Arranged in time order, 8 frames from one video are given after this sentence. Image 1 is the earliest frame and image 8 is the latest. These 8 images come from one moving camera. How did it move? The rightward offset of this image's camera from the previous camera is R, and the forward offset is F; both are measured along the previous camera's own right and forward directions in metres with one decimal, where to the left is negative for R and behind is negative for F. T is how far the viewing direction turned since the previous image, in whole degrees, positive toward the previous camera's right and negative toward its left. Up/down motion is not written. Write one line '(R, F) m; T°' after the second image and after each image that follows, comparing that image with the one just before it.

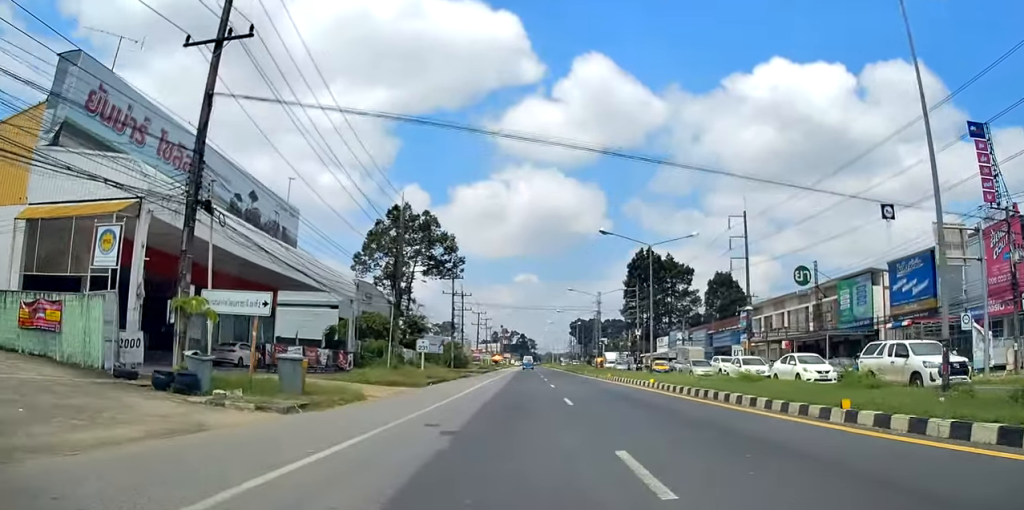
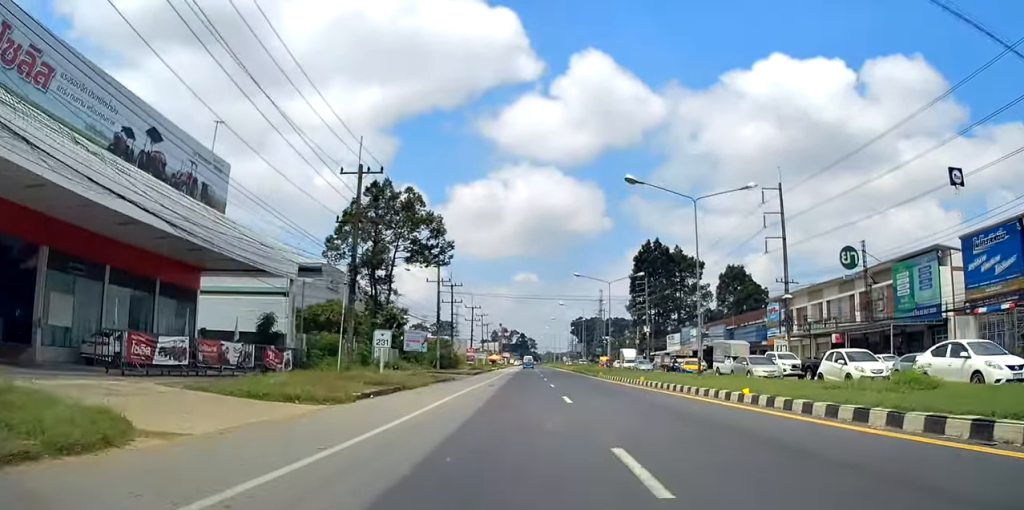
(+0.1, +12.0) m; +1°
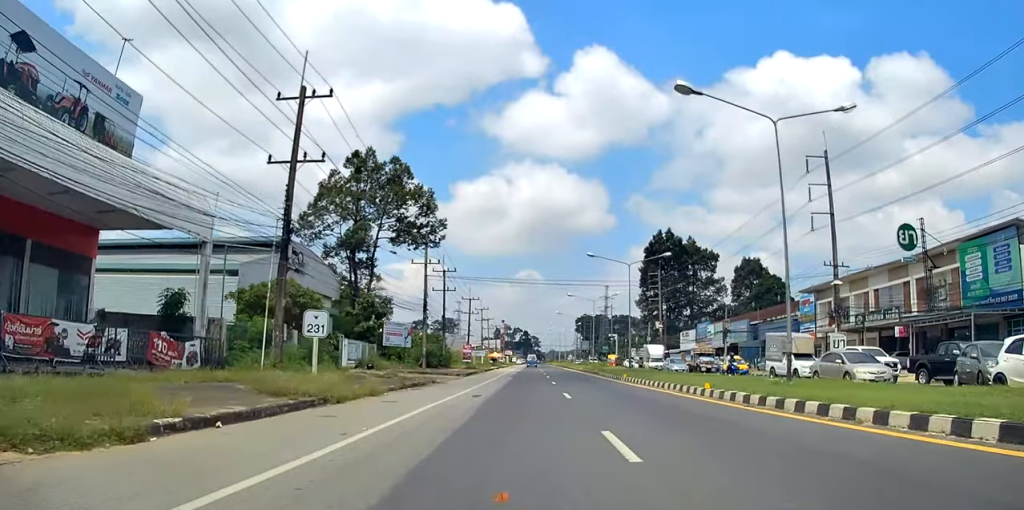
(+0.1, +10.7) m; 0°
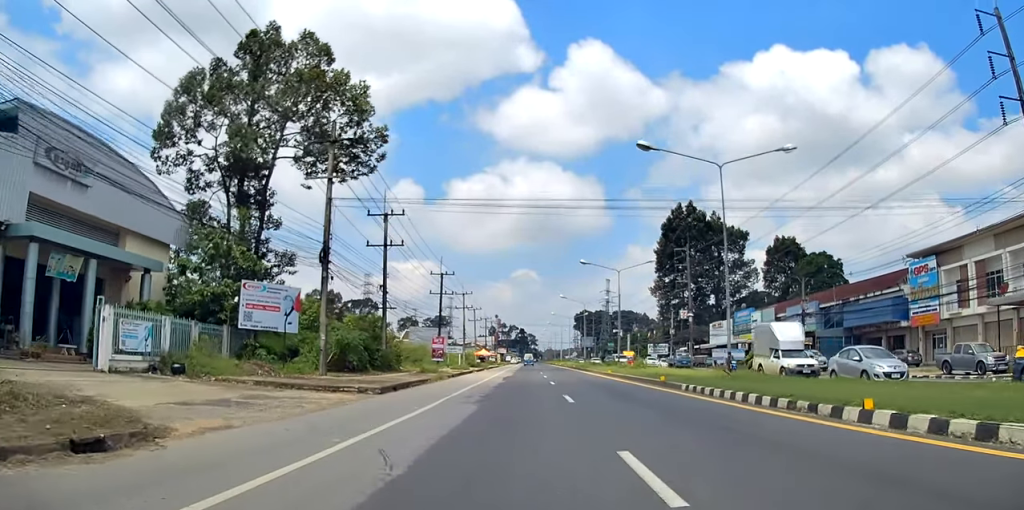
(-0.8, +27.0) m; -2°
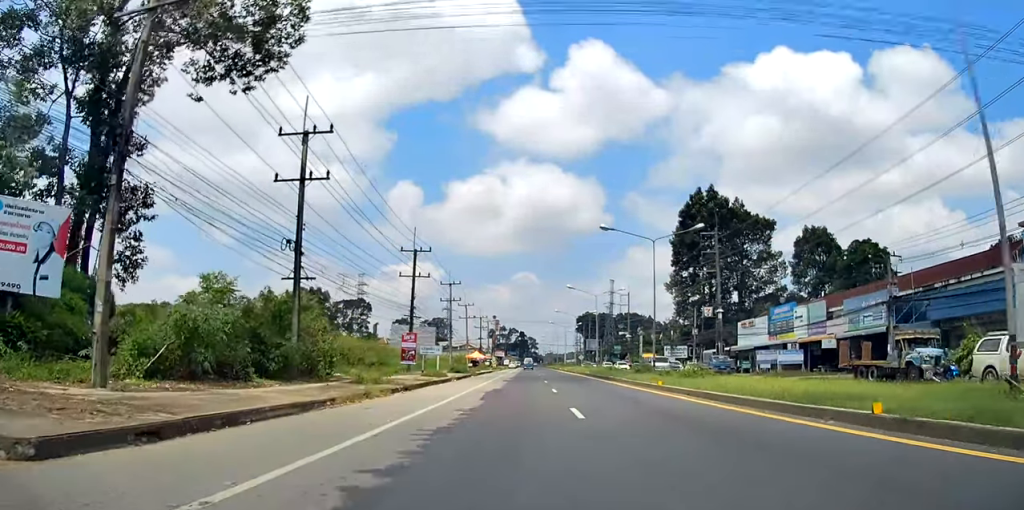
(+0.3, +16.3) m; -1°
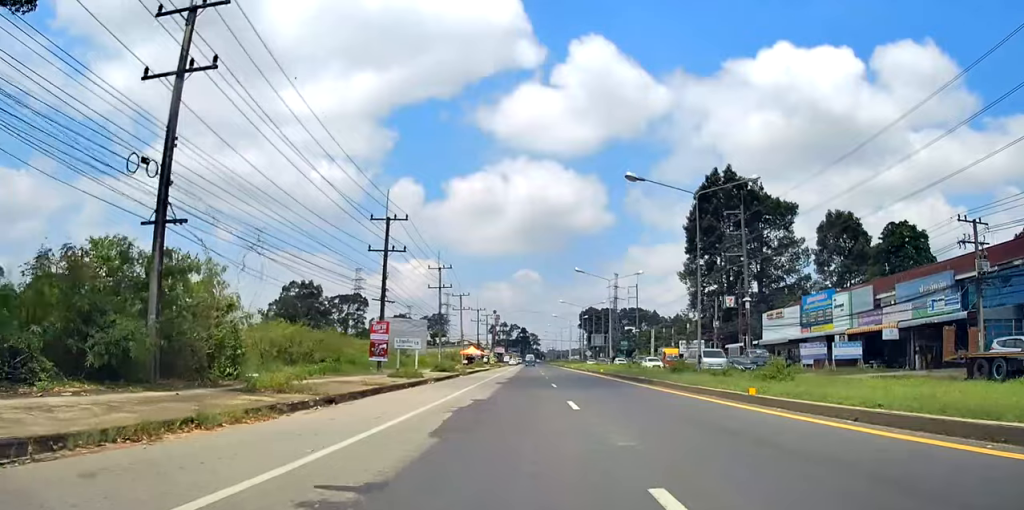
(-0.5, +10.9) m; 0°
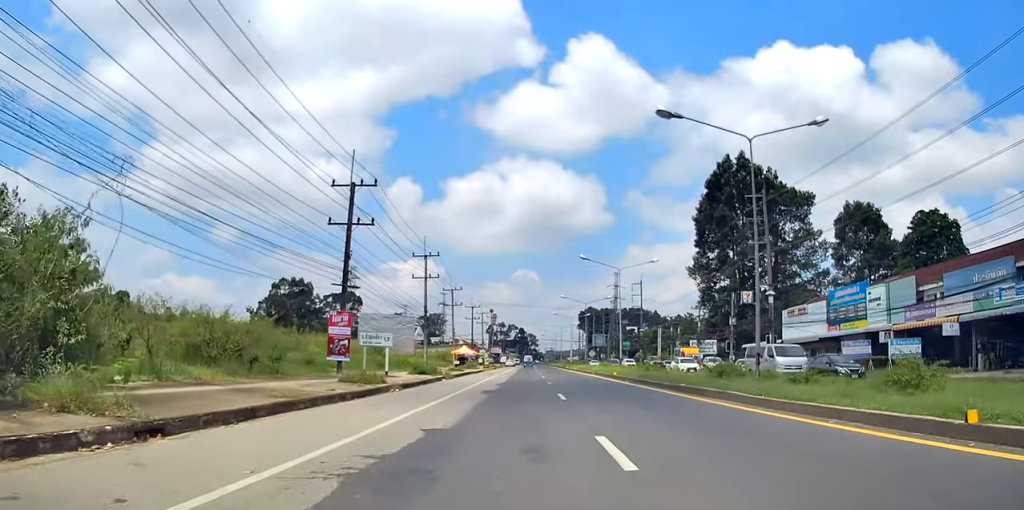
(+0.3, +8.3) m; +1°
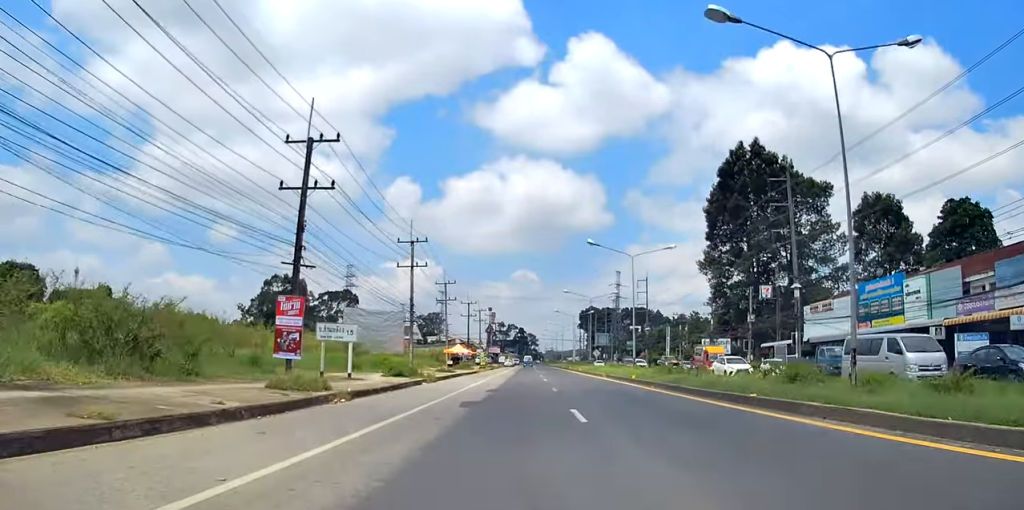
(+0.1, +7.0) m; +1°
